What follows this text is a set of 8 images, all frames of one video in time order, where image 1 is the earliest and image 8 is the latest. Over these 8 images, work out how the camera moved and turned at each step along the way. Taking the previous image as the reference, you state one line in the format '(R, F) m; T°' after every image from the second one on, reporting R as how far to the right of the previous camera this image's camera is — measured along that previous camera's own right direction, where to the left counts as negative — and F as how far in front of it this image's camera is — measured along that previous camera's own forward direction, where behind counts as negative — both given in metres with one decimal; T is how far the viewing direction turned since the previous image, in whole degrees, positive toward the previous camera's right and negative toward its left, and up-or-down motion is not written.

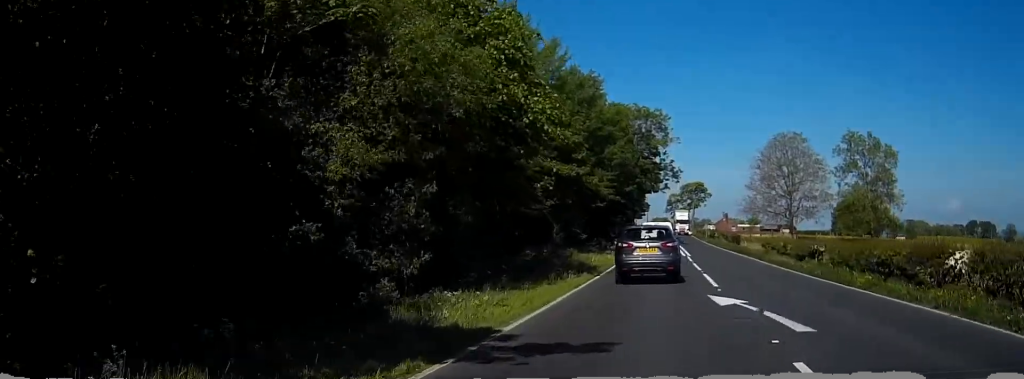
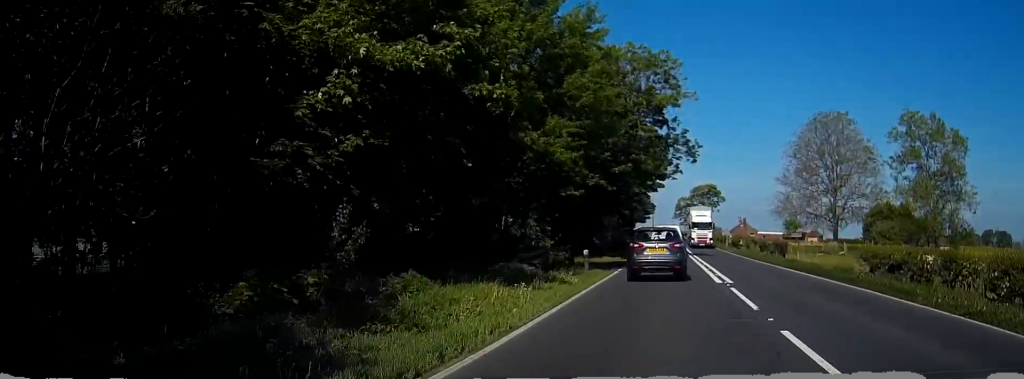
(0.0, +23.6) m; 0°
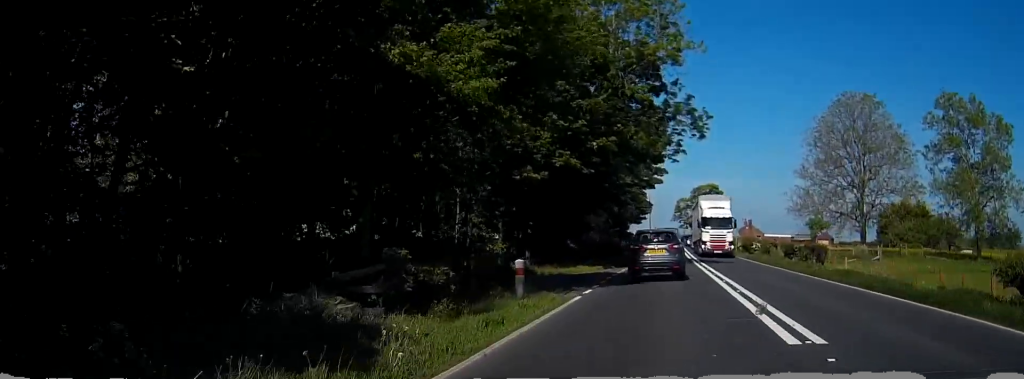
(0.0, +12.3) m; -1°
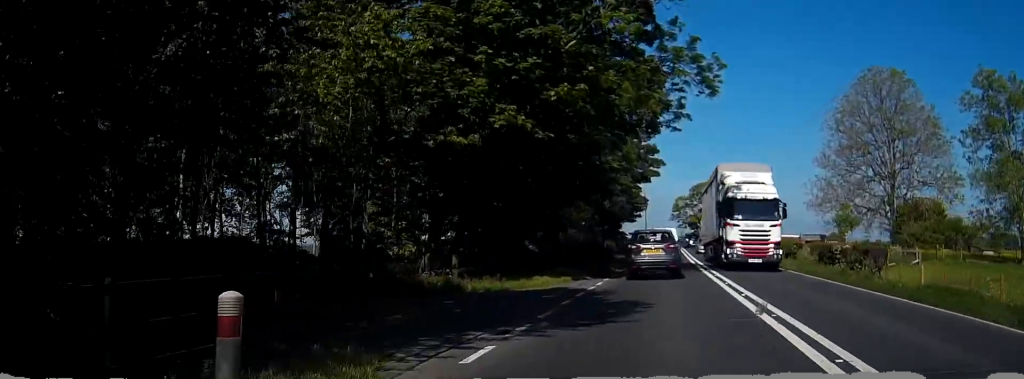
(-0.2, +10.4) m; 0°
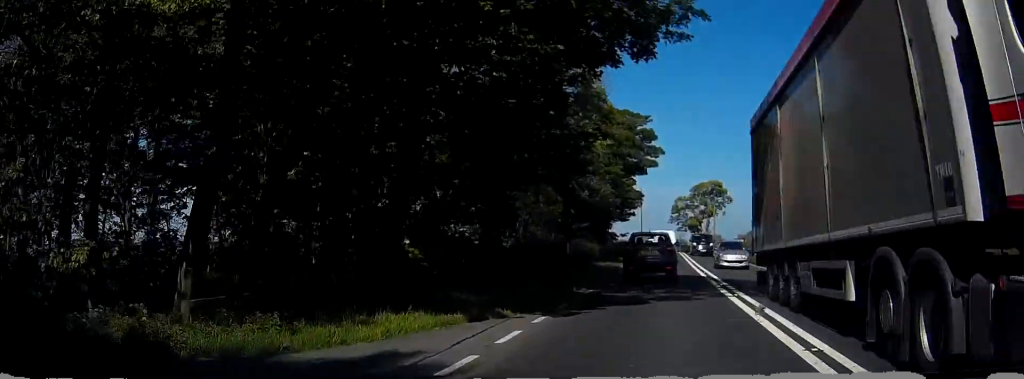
(-0.1, +12.2) m; 0°
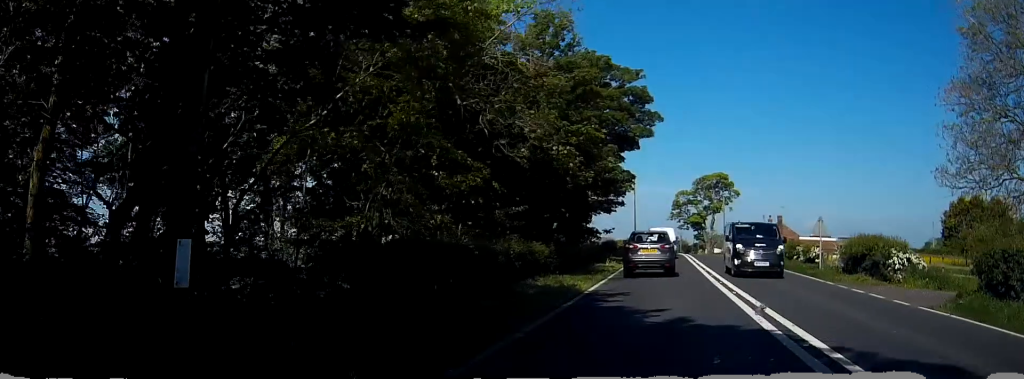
(+0.2, +17.4) m; +1°
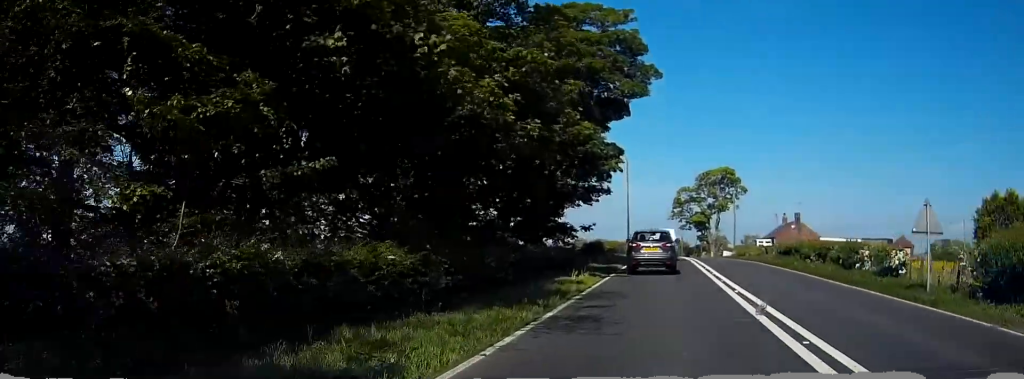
(+0.1, +13.2) m; 0°
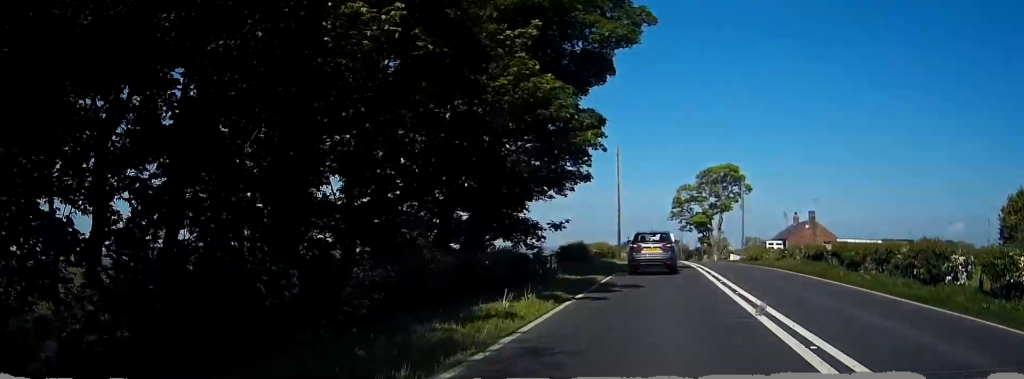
(0.0, +9.4) m; 0°
